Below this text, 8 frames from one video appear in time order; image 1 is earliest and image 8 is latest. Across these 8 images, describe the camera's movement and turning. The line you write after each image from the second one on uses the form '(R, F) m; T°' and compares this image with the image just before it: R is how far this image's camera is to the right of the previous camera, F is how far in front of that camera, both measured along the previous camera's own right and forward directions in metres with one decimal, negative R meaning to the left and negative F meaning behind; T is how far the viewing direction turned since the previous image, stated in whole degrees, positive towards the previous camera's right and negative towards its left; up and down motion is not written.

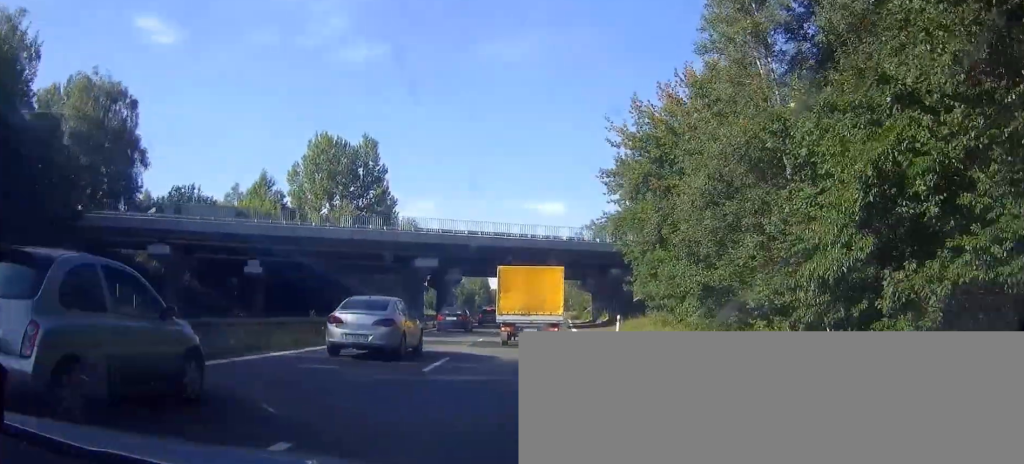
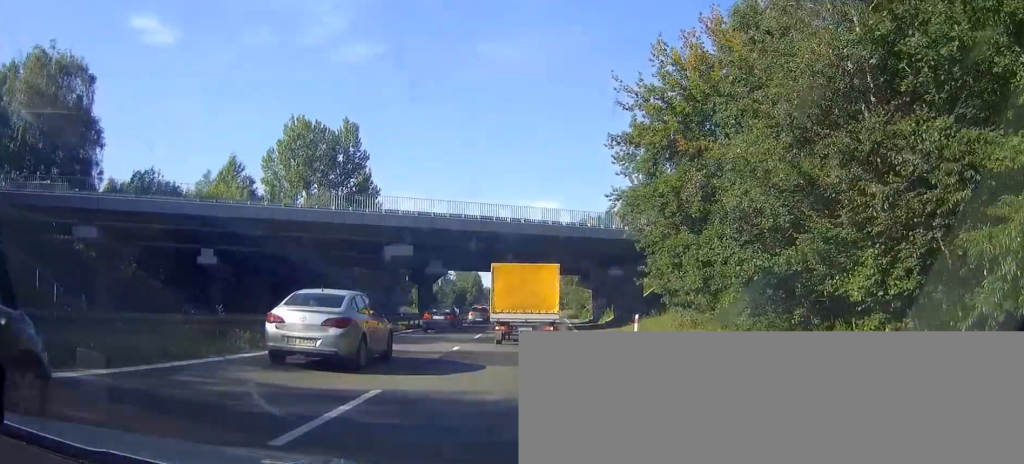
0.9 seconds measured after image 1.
(-0.2, +7.3) m; -2°
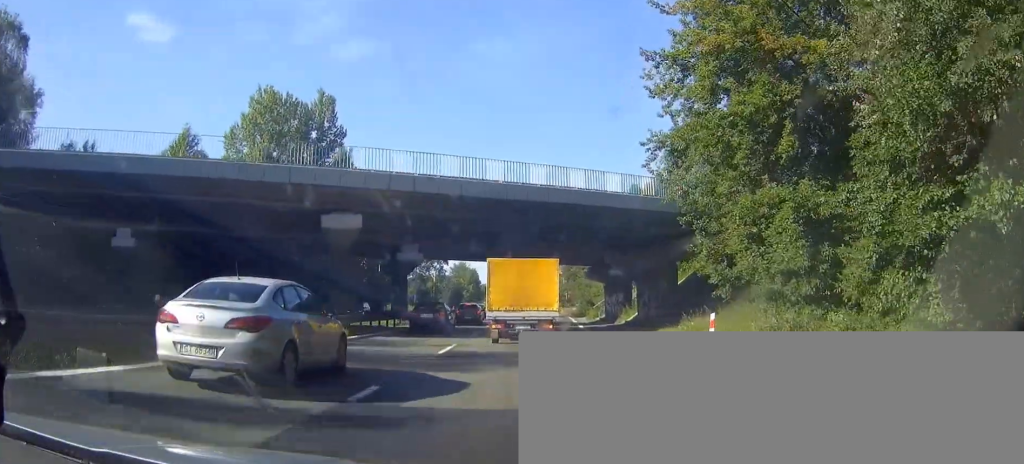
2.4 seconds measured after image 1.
(0.0, +10.8) m; 0°
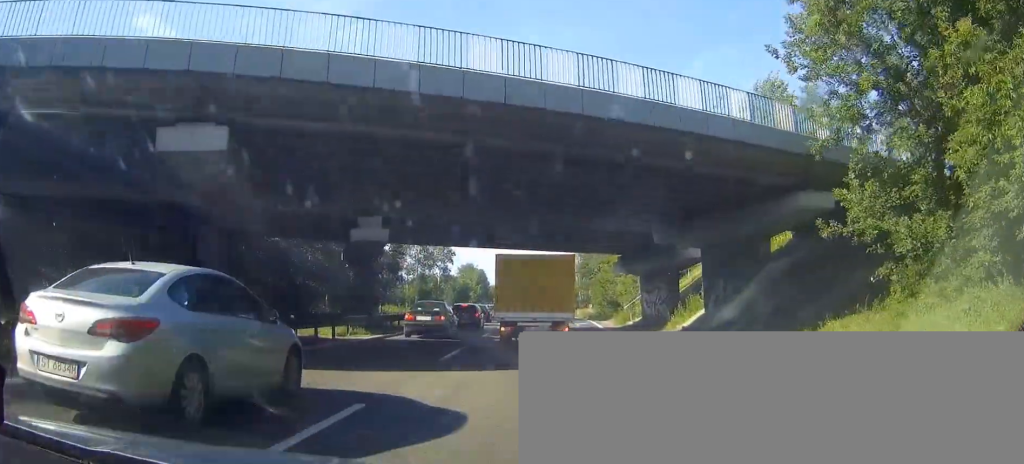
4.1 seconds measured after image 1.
(0.0, +12.5) m; 0°
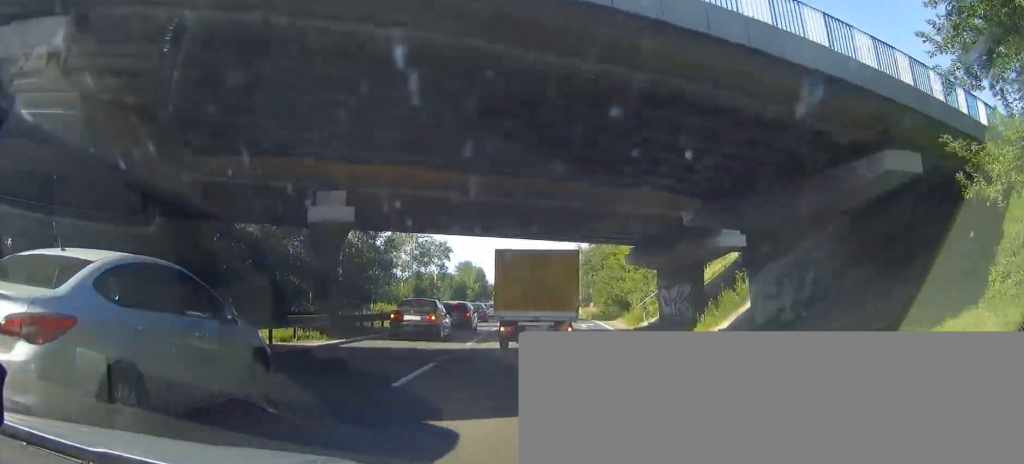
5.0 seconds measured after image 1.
(0.0, +5.5) m; +1°
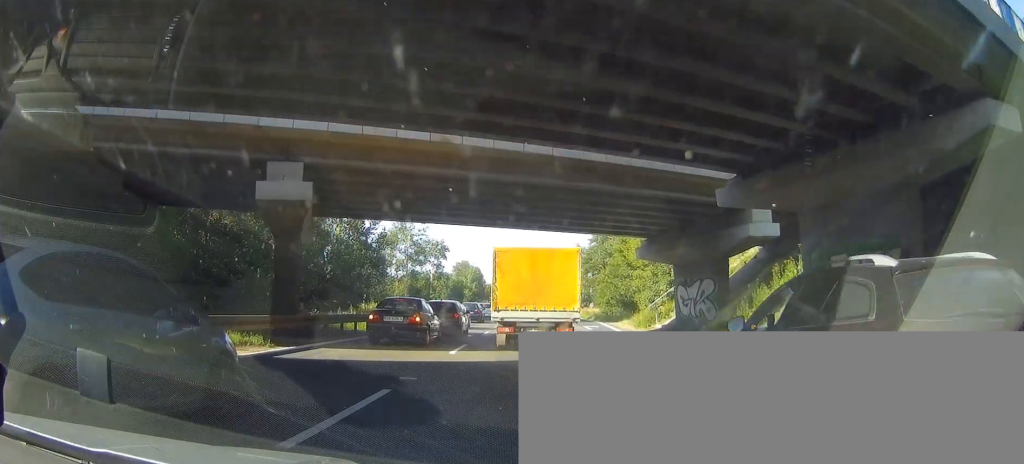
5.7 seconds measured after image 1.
(-0.1, +4.3) m; +1°
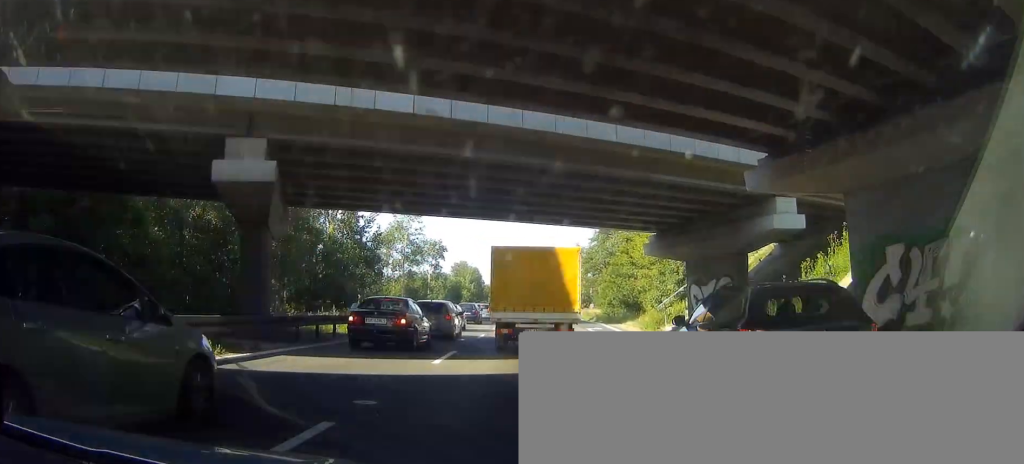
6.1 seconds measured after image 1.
(+0.1, +2.6) m; +2°
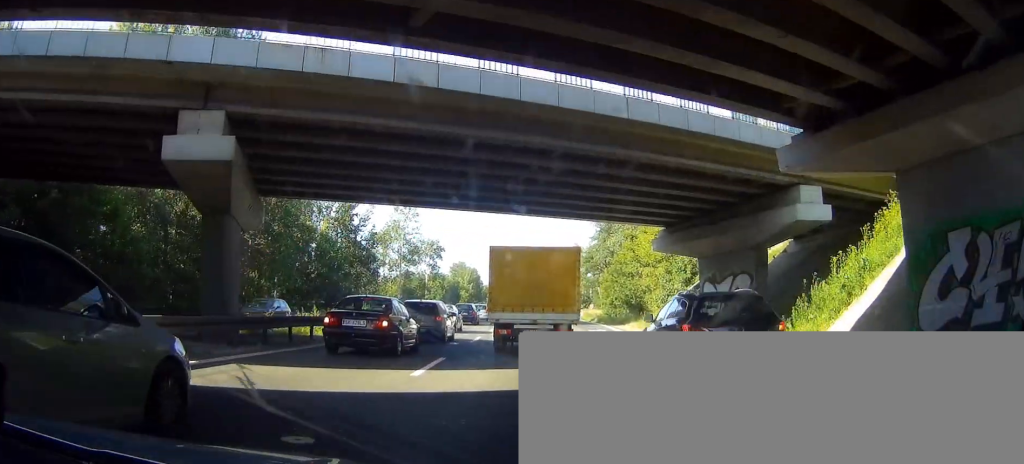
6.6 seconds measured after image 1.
(0.0, +2.5) m; +2°
